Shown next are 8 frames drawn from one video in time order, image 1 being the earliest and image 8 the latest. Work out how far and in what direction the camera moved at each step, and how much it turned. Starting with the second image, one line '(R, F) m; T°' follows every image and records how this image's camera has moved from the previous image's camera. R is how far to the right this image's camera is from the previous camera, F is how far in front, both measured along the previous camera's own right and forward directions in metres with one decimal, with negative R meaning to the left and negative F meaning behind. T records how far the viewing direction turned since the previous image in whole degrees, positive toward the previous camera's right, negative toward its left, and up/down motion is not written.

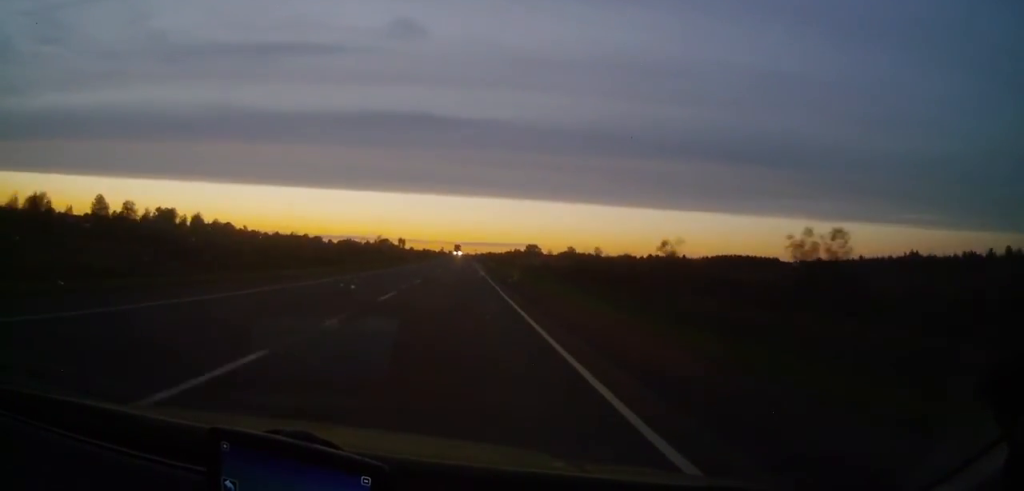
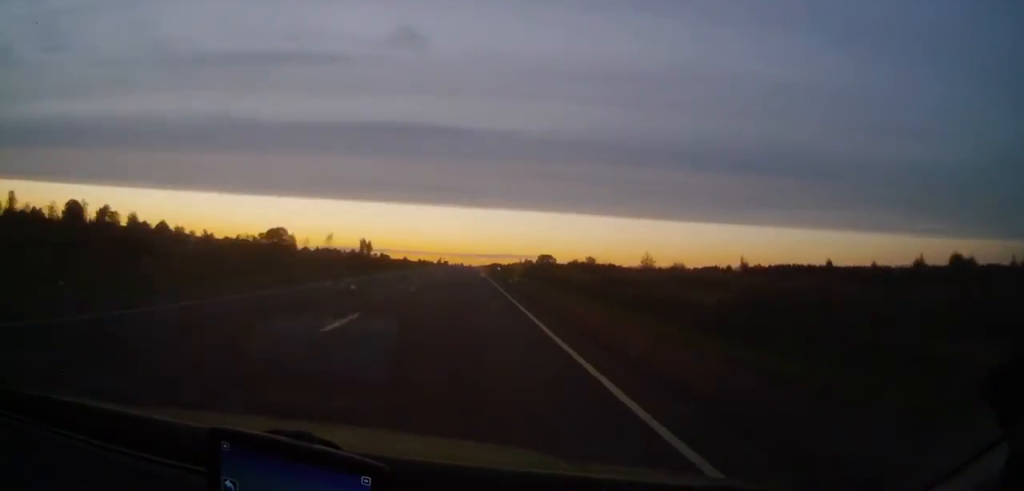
(+0.3, +138.7) m; 0°
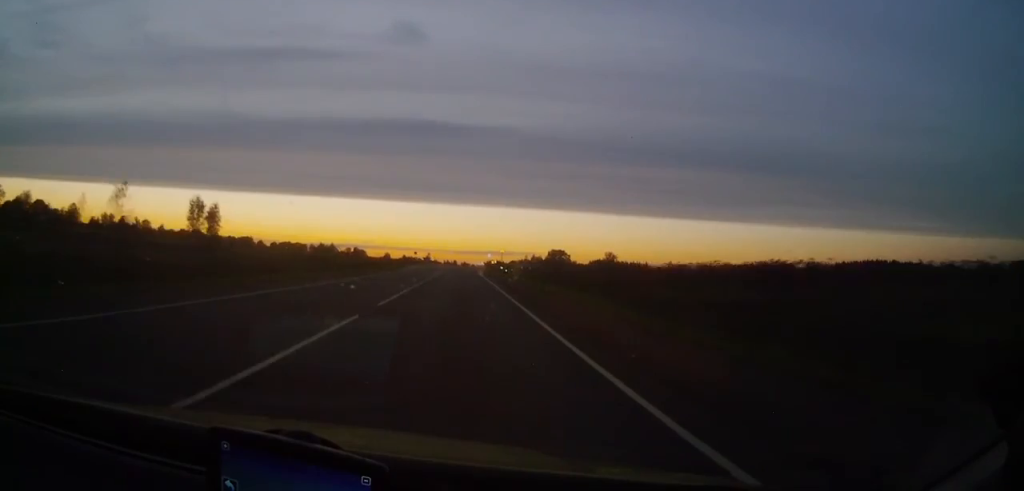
(-0.8, +140.1) m; 0°
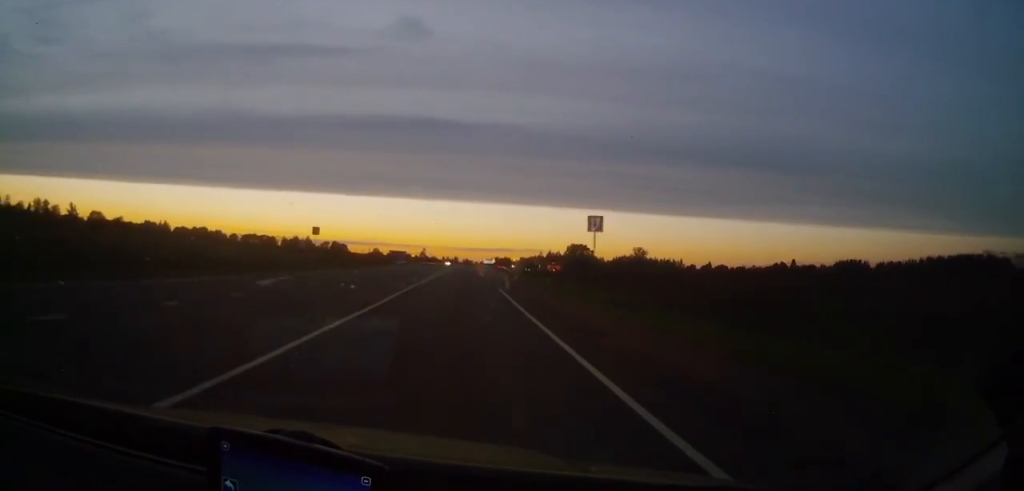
(+0.3, +104.4) m; 0°
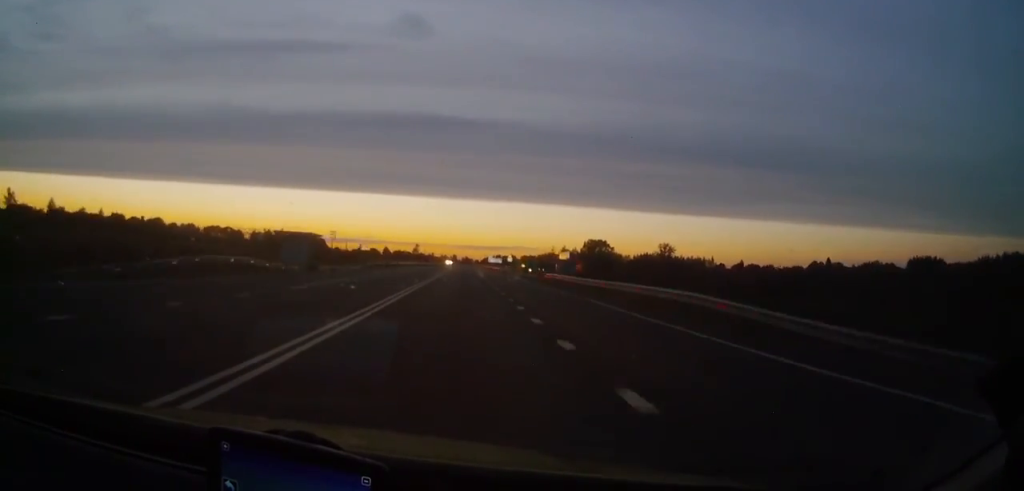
(-0.2, +78.7) m; 0°
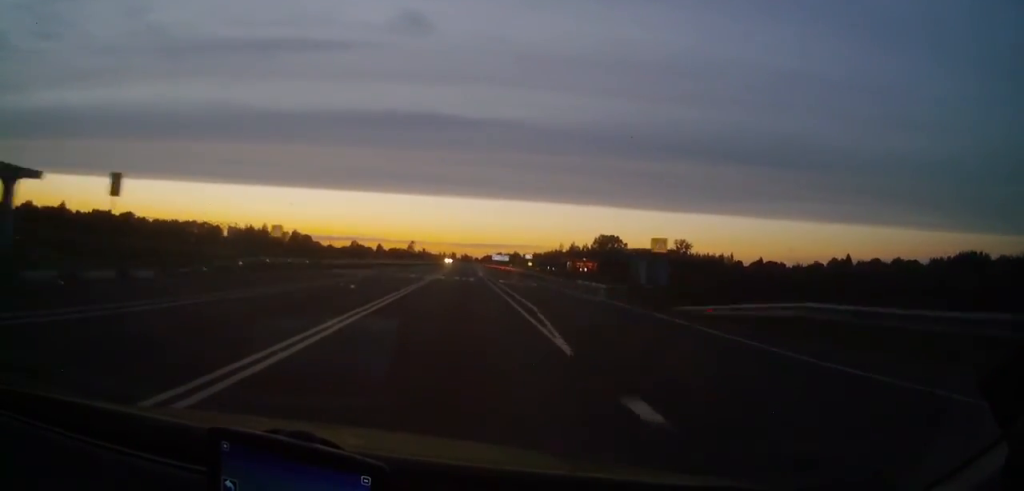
(-0.3, +41.1) m; 0°
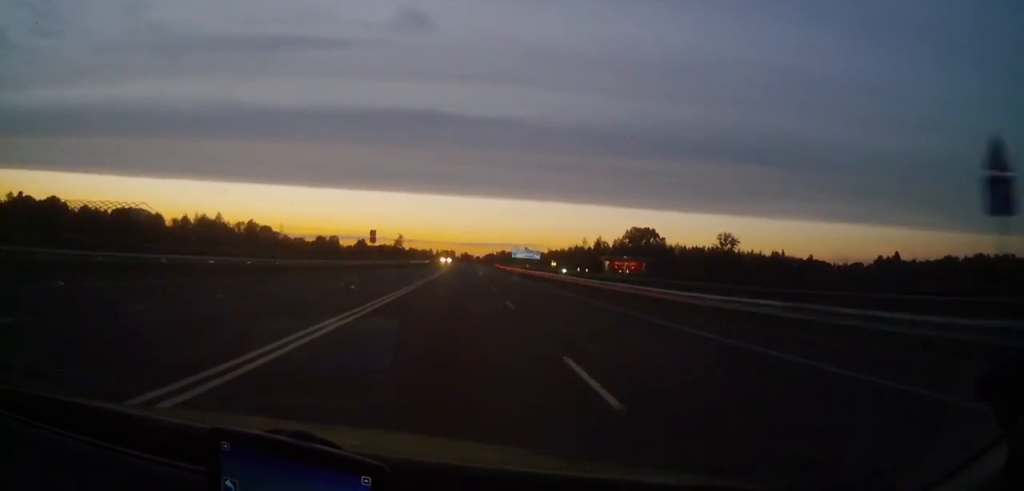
(+0.3, +86.0) m; 0°
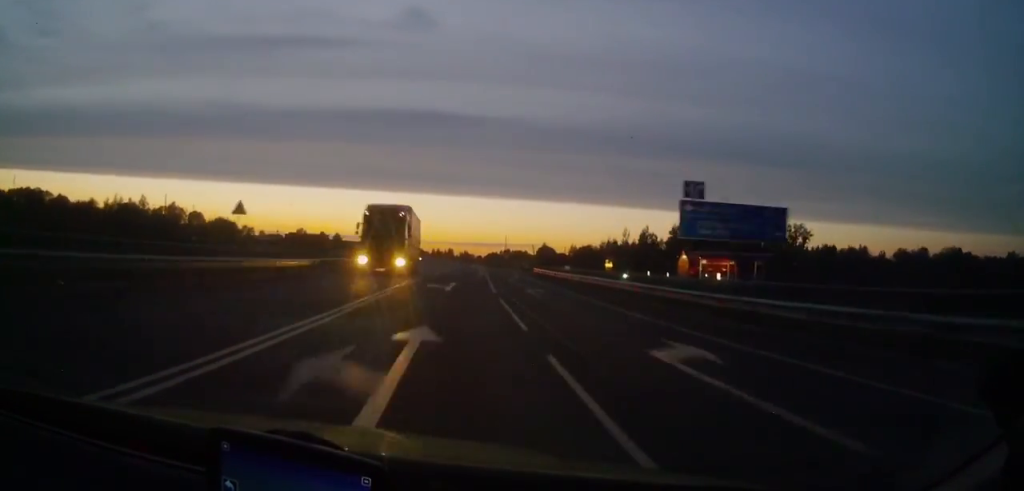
(+0.3, +93.8) m; 0°
